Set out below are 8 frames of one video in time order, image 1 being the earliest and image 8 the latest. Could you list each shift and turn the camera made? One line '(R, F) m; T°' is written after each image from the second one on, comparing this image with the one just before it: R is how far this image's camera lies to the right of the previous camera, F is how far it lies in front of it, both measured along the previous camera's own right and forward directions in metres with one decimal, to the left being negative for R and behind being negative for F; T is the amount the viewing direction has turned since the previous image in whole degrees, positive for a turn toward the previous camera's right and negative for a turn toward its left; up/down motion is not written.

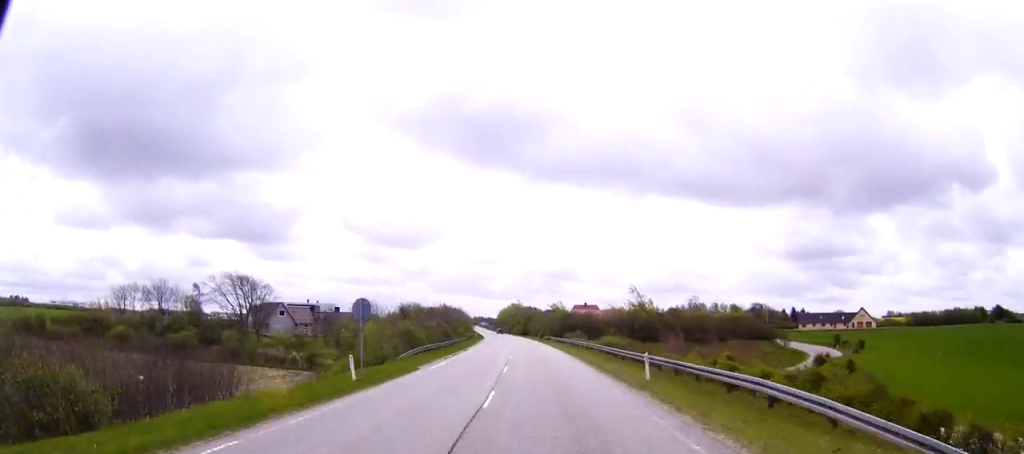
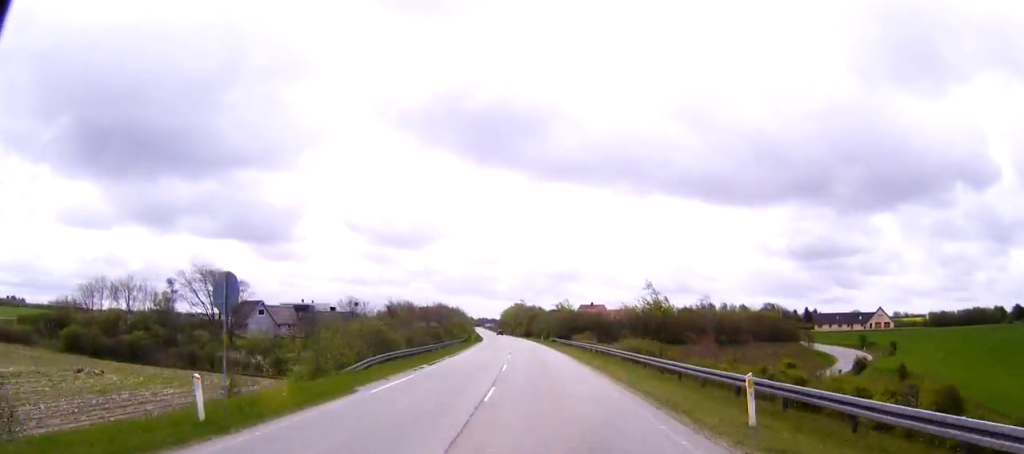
(0.0, +13.0) m; 0°
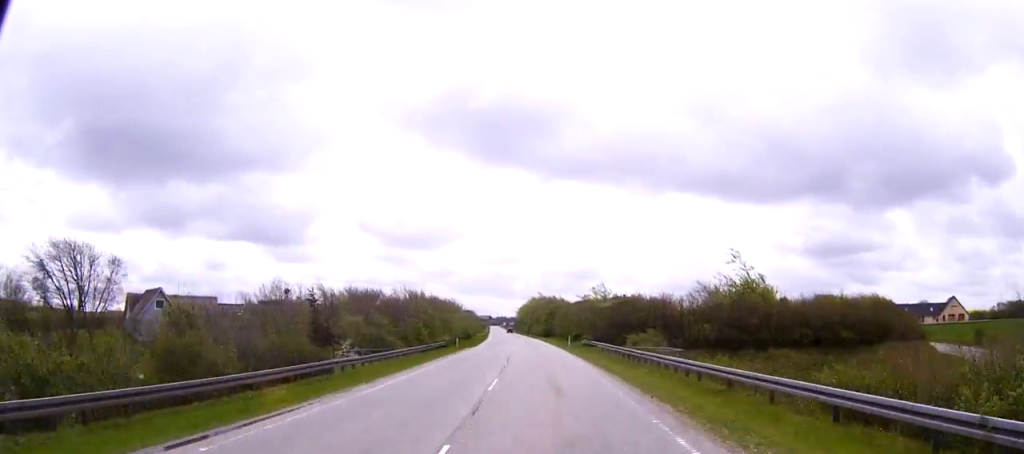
(-0.4, +42.9) m; -1°
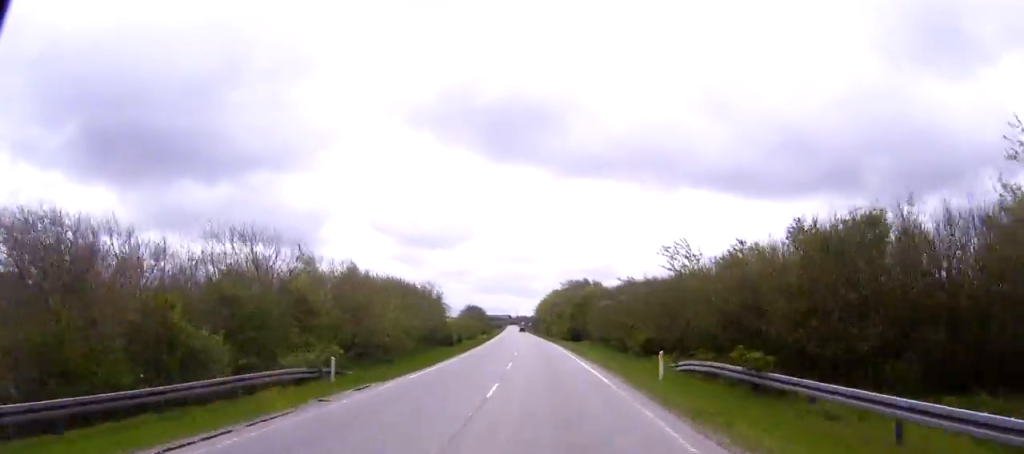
(-0.6, +46.6) m; -2°
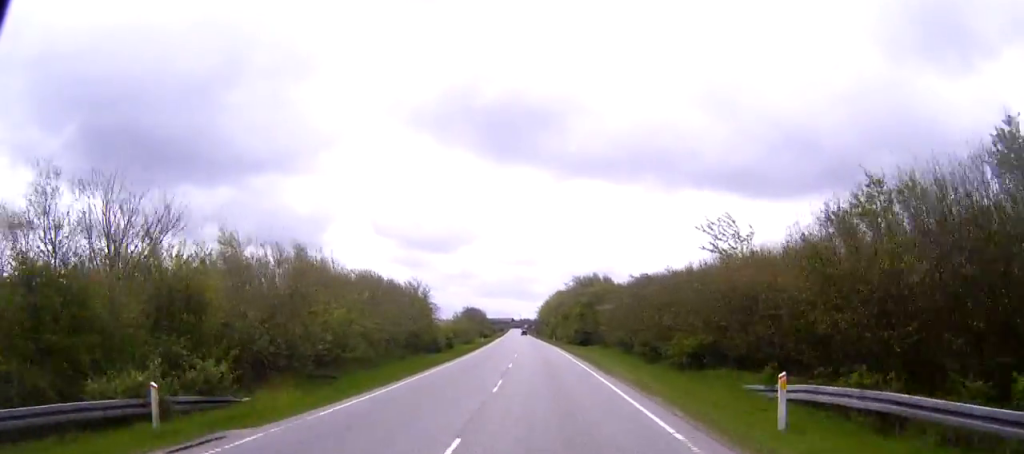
(-0.1, +12.1) m; 0°
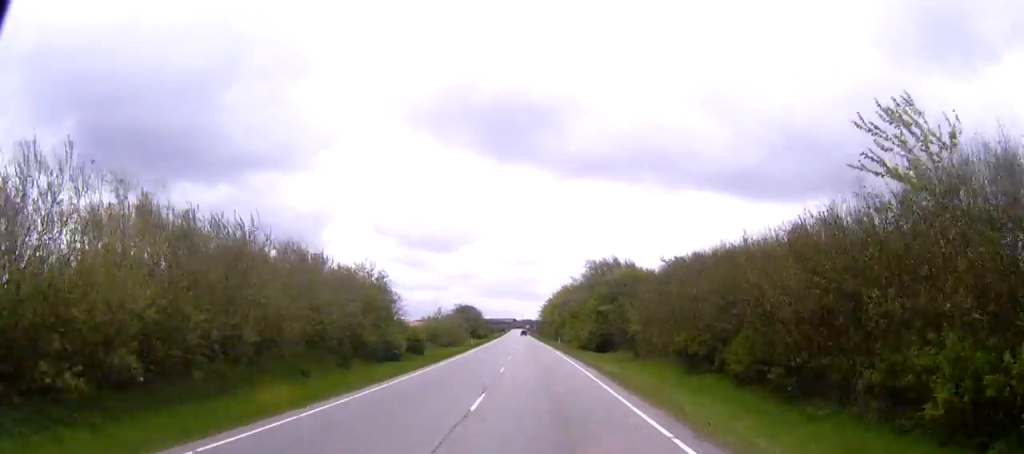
(-0.1, +20.9) m; 0°
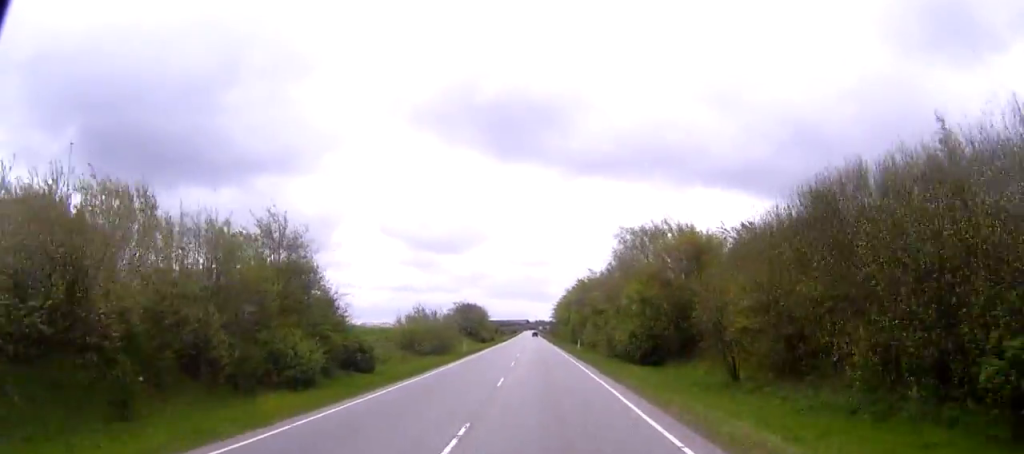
(0.0, +20.9) m; 0°
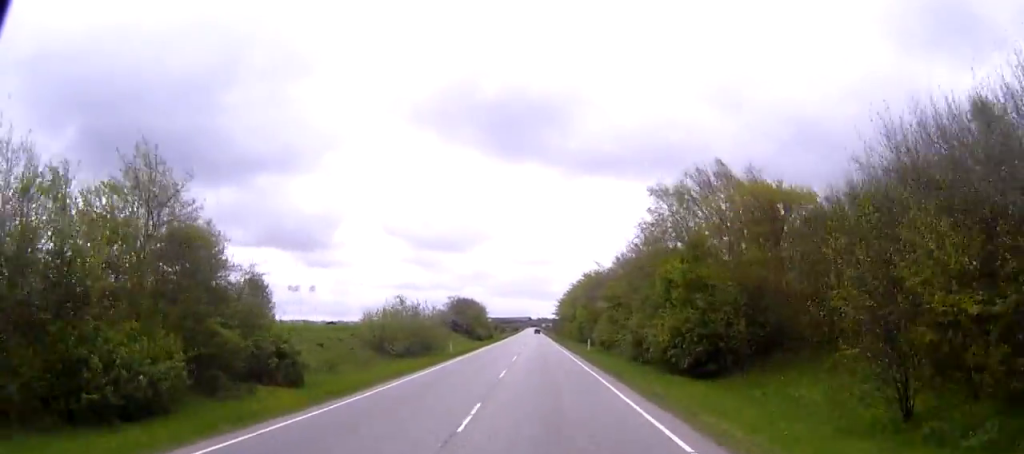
(-0.1, +12.0) m; 0°
